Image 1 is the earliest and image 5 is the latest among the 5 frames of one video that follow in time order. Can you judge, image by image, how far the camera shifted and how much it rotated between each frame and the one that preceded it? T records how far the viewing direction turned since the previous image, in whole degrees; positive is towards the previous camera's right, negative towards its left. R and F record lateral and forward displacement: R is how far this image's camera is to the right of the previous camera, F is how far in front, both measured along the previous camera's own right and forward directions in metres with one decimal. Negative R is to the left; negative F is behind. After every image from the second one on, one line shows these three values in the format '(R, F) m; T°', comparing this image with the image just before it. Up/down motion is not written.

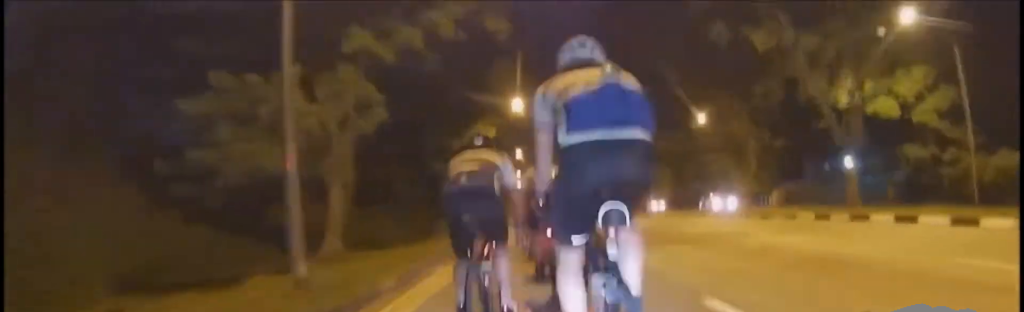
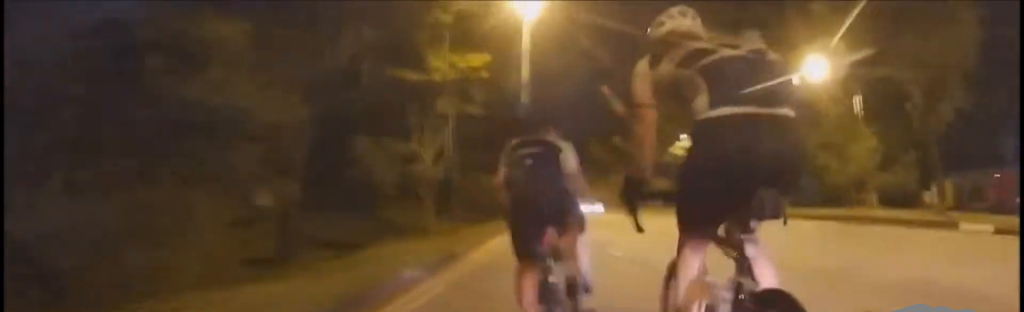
(+0.1, +23.0) m; 0°
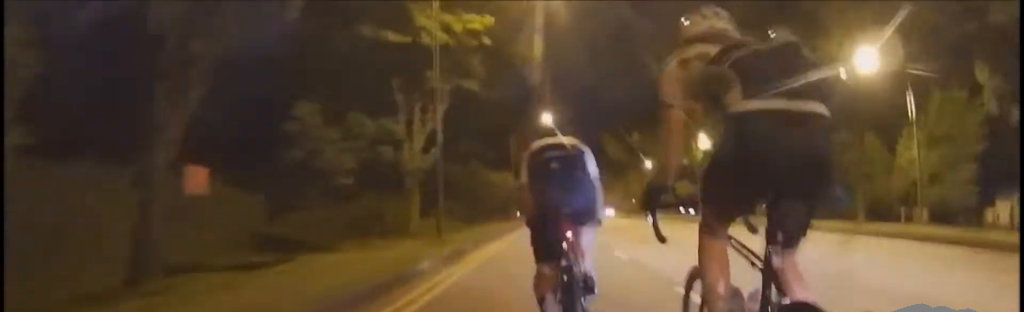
(0.0, +5.6) m; 0°
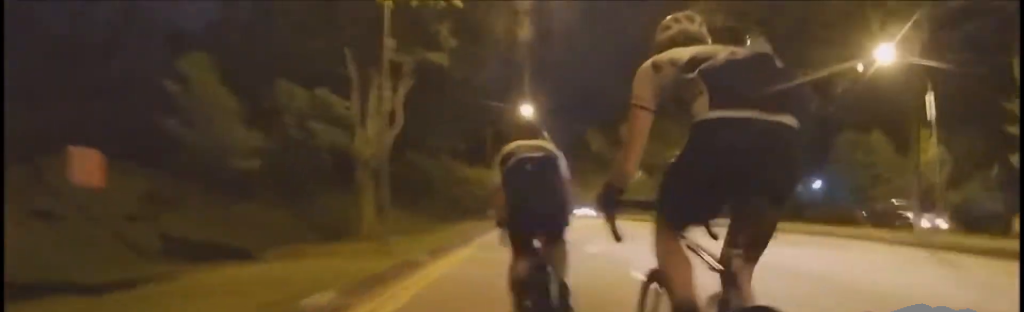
(0.0, +4.2) m; 0°
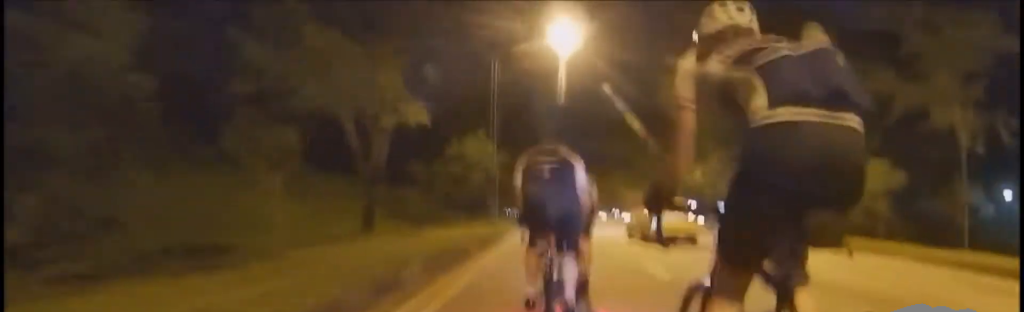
(0.0, +21.8) m; -2°
